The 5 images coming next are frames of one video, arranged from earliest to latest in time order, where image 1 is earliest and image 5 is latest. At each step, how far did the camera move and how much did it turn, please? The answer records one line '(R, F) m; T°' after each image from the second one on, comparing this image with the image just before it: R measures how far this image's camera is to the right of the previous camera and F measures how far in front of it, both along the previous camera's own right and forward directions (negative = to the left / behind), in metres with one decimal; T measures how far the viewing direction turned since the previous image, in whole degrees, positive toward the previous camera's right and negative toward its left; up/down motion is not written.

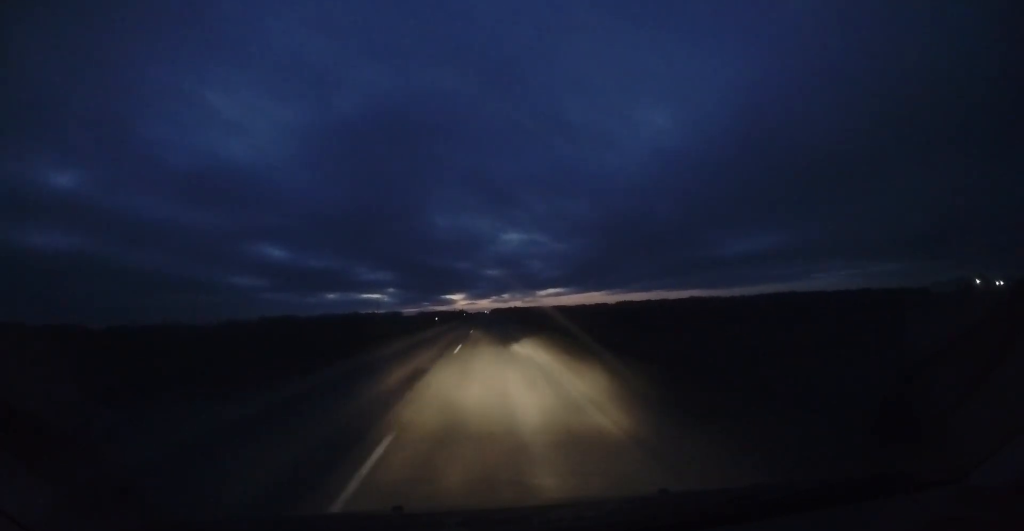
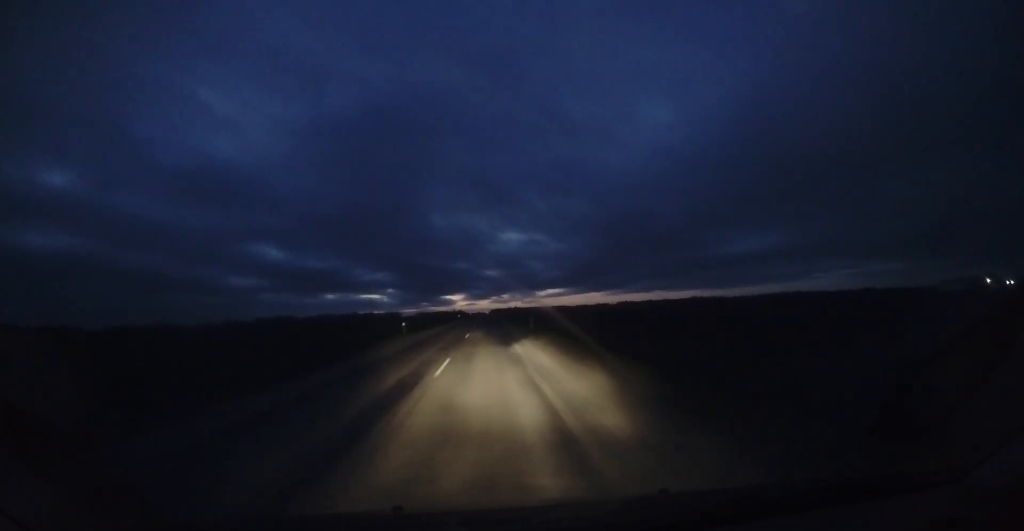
(+0.1, +16.2) m; 0°
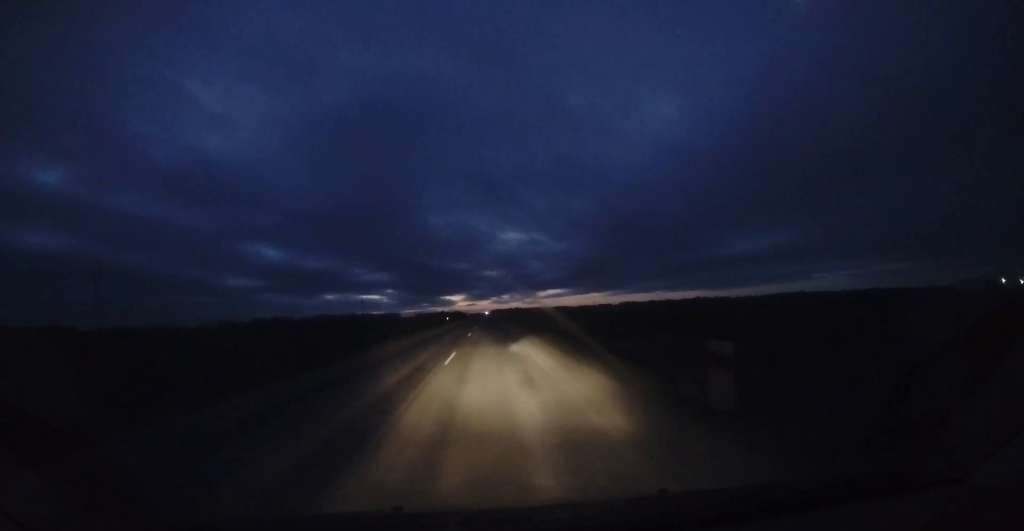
(+0.1, +21.9) m; -1°
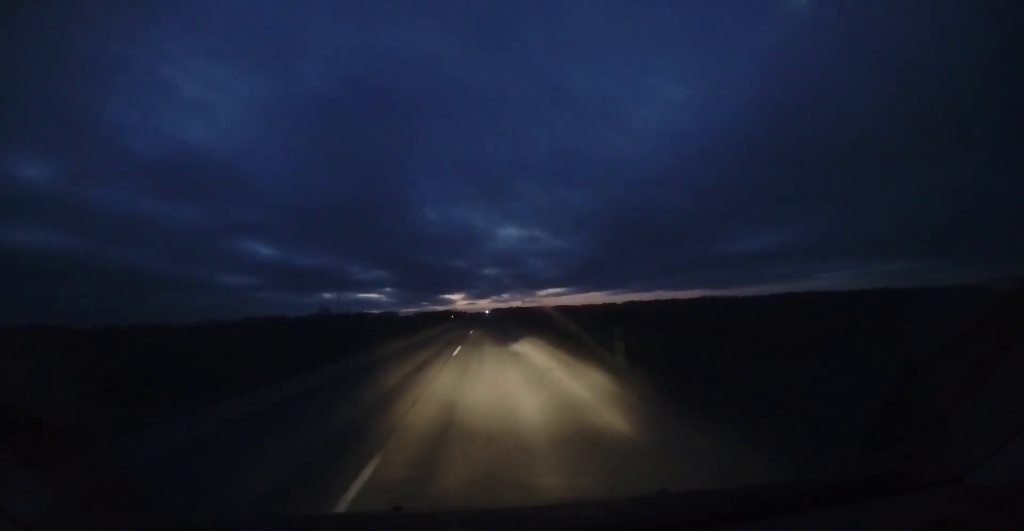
(-1.4, +45.5) m; -3°
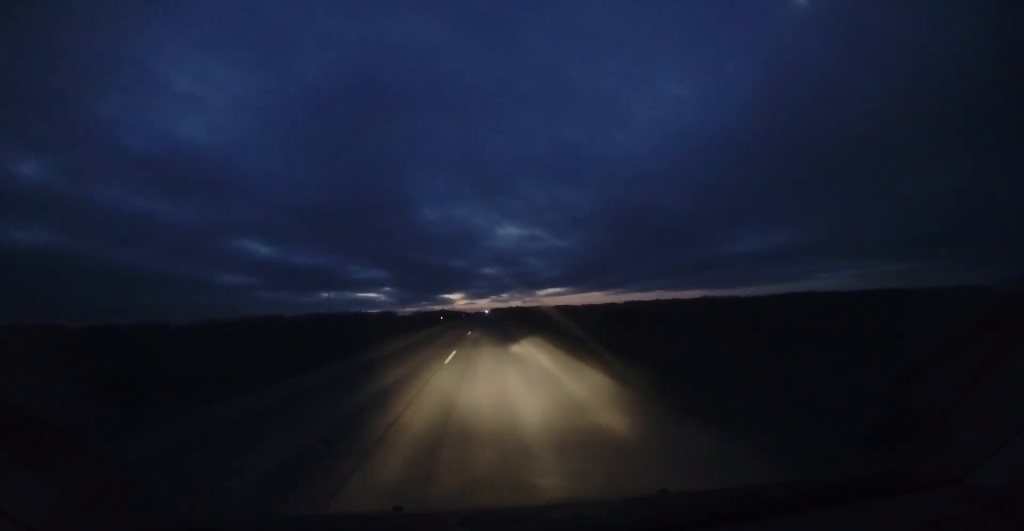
(-0.4, +13.4) m; +1°
